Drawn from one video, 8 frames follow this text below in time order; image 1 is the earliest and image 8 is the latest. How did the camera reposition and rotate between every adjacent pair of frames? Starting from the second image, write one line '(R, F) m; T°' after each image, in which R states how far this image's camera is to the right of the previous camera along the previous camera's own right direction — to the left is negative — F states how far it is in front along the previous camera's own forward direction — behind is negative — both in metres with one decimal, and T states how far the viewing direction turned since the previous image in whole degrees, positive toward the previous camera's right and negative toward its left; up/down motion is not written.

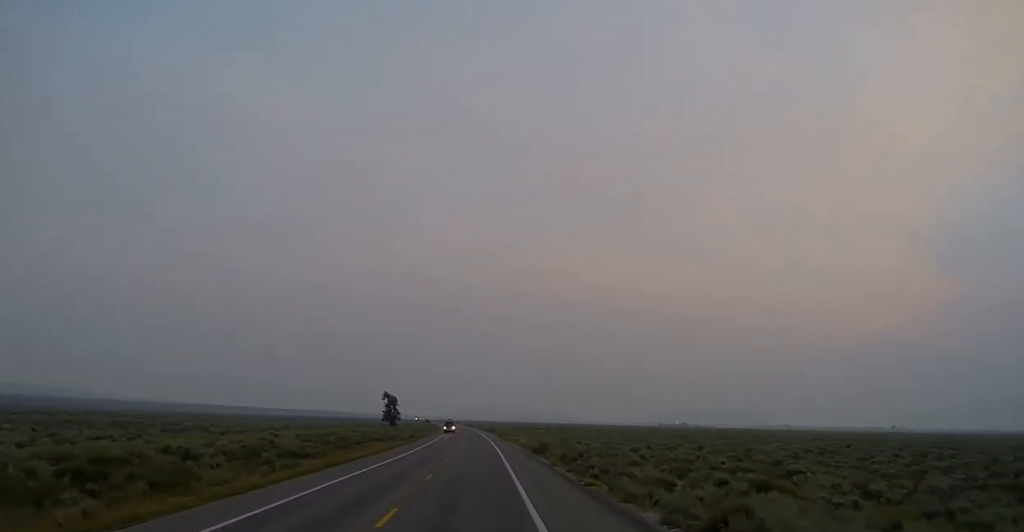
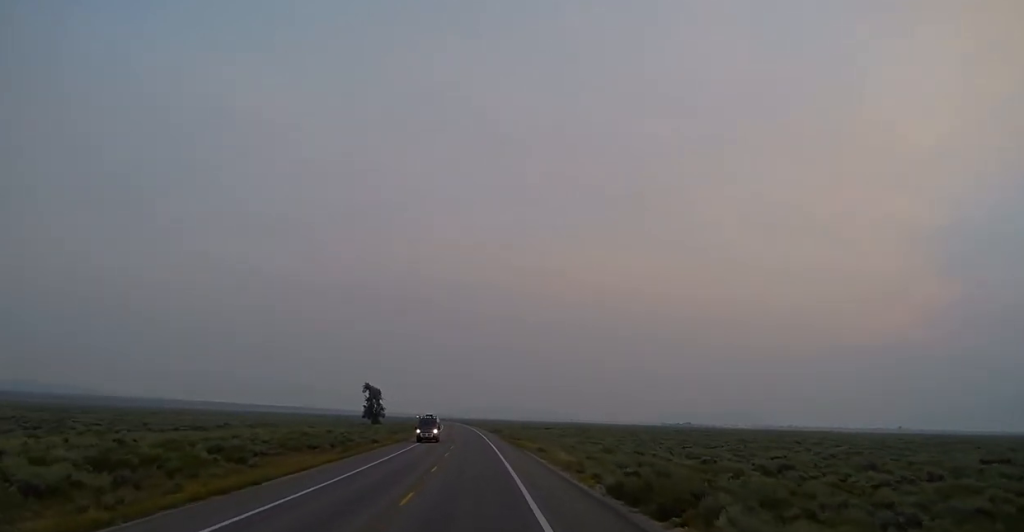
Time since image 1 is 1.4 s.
(+0.3, +31.8) m; +1°
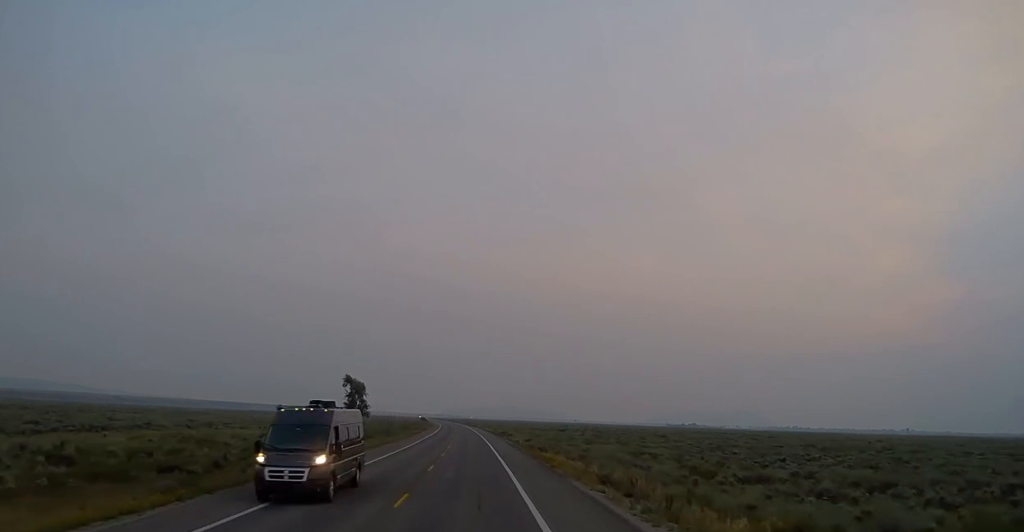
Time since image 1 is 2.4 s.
(0.0, +24.1) m; 0°
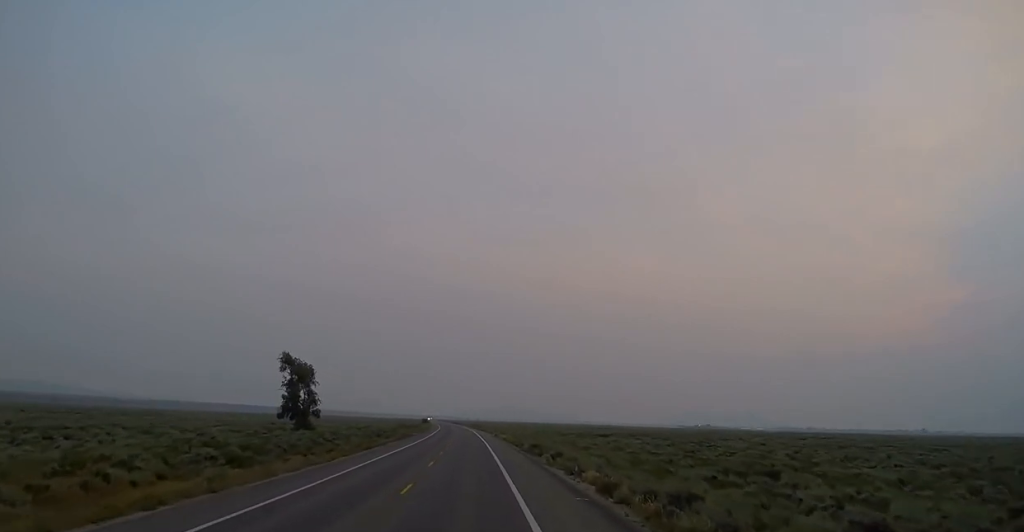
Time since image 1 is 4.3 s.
(0.0, +46.5) m; -1°
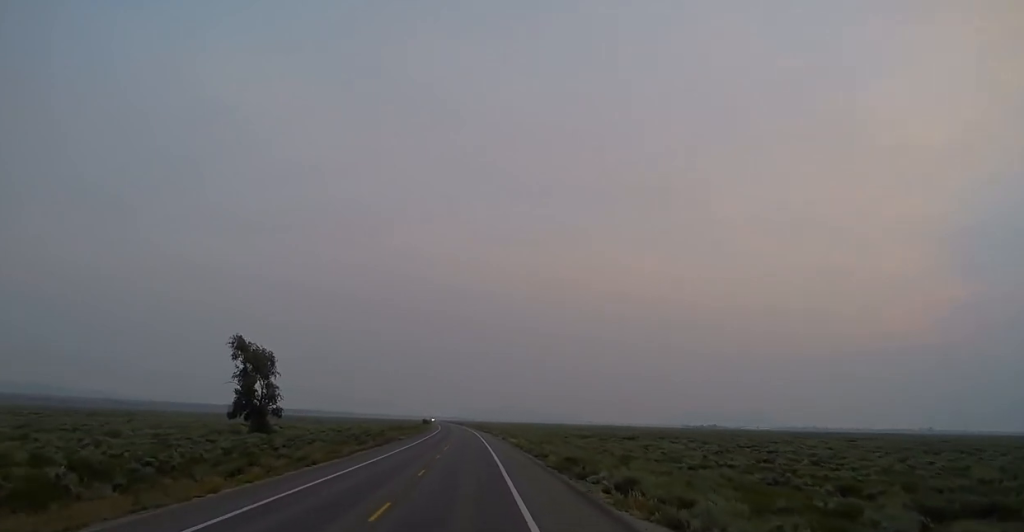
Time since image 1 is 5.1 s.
(-0.3, +17.7) m; -1°
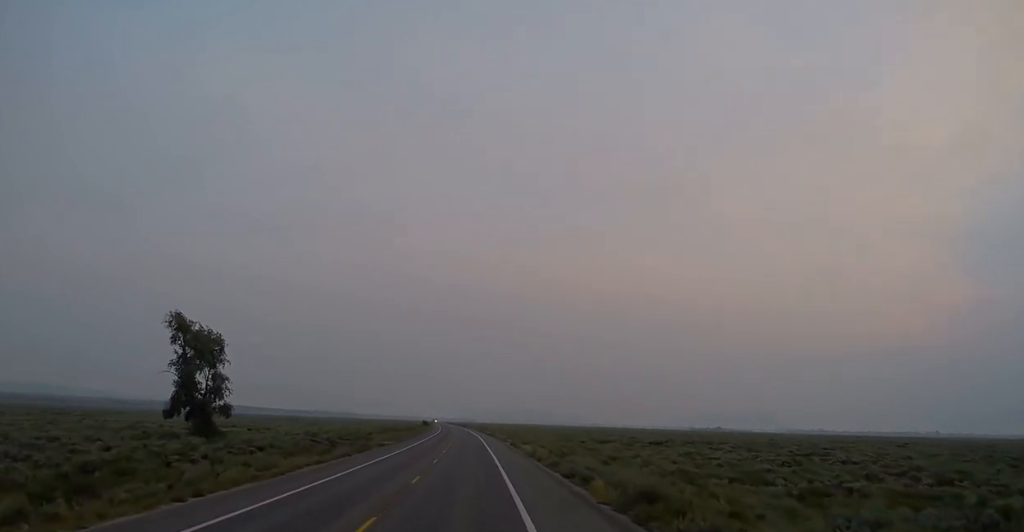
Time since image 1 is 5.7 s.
(-0.1, +14.6) m; -1°
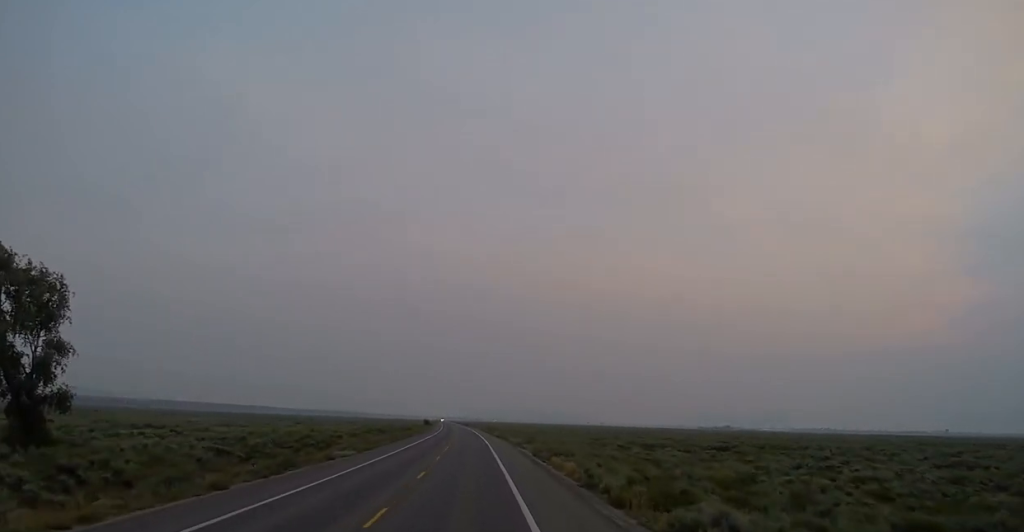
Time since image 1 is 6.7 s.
(-0.2, +21.9) m; 0°
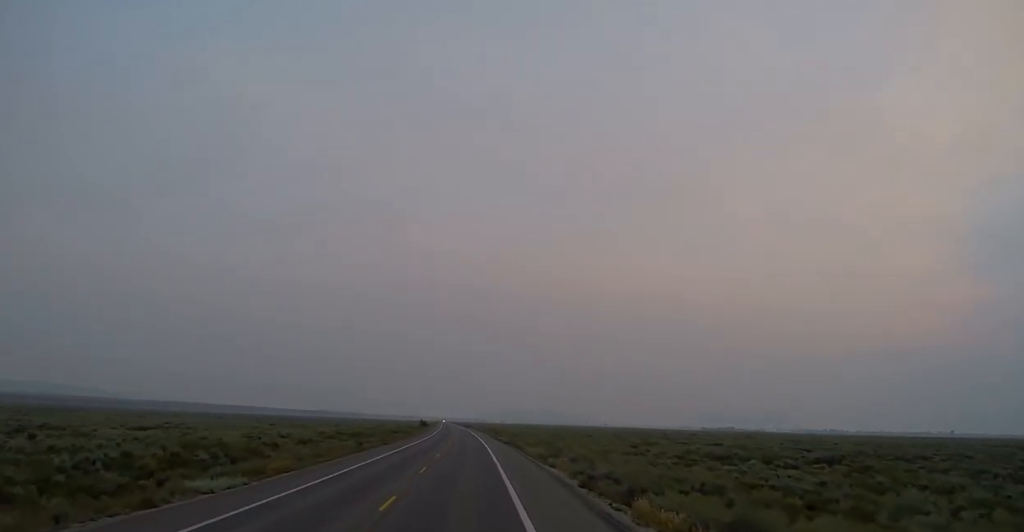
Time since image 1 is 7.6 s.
(0.0, +21.1) m; 0°
